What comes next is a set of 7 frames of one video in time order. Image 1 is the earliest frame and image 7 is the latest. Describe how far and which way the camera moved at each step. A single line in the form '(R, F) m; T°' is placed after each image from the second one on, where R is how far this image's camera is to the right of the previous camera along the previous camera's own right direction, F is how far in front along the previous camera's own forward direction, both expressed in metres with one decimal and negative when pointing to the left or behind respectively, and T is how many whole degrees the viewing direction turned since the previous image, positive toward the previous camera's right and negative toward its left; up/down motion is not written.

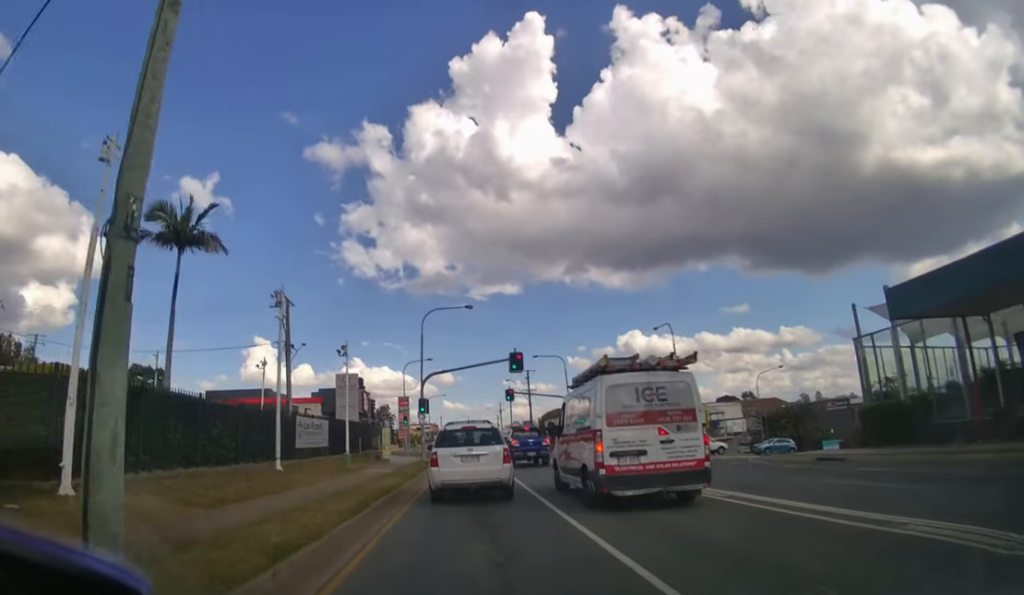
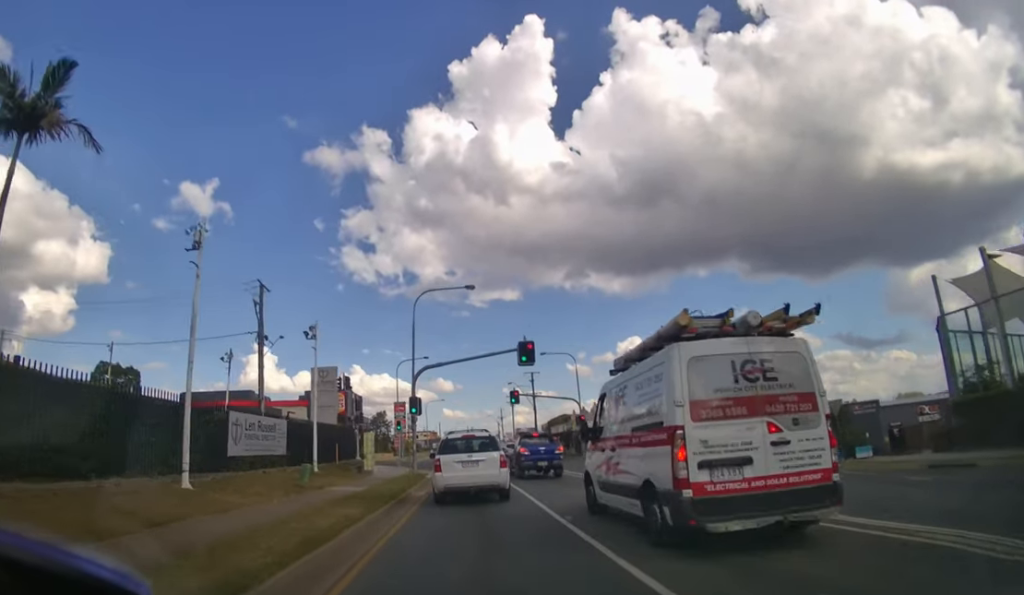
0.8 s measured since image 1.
(0.0, +5.8) m; +1°
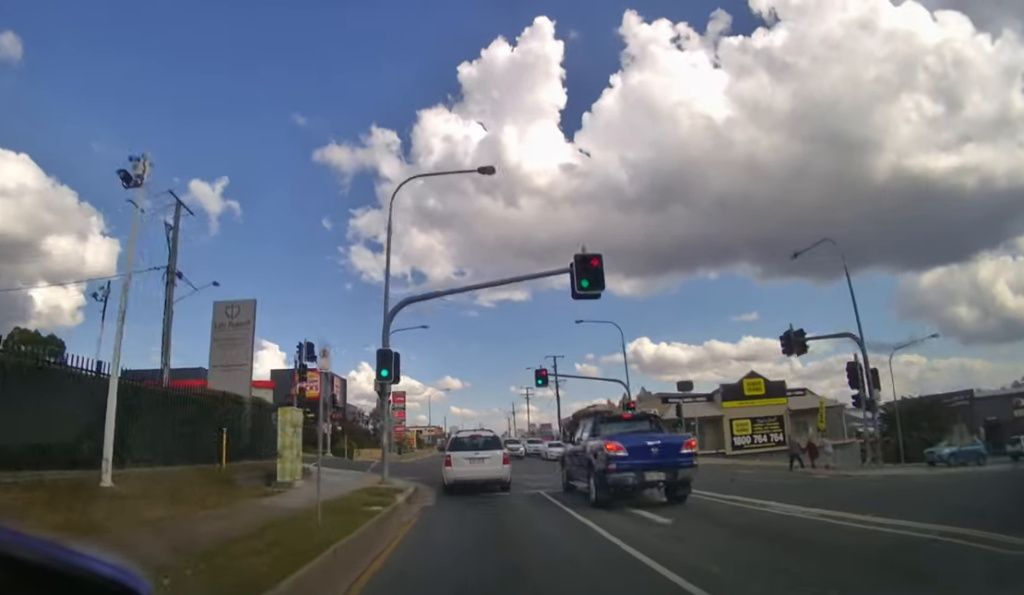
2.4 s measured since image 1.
(+0.2, +11.2) m; +1°
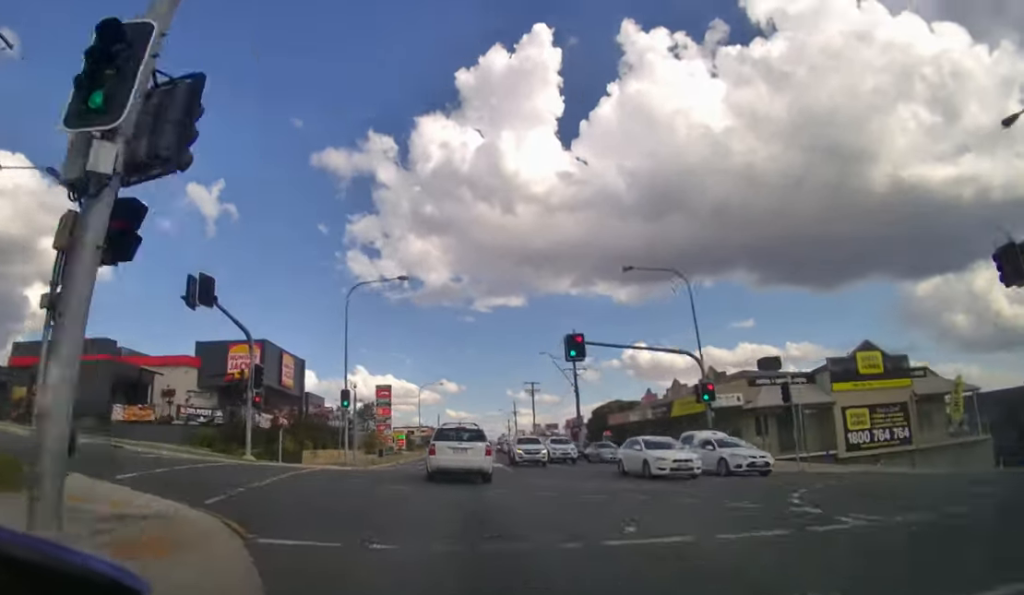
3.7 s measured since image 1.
(0.0, +11.6) m; 0°
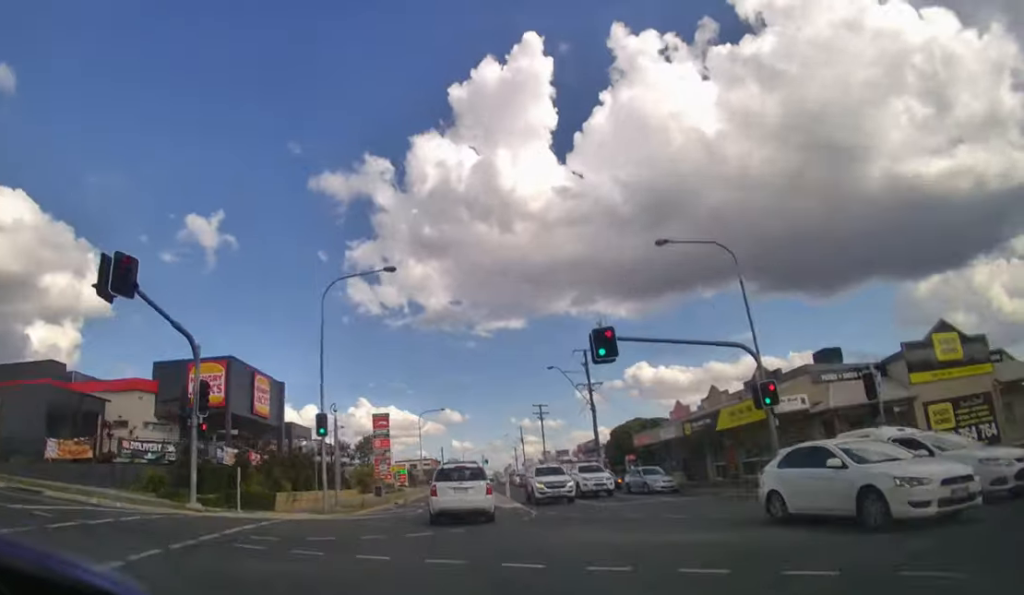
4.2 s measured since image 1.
(0.0, +5.8) m; 0°
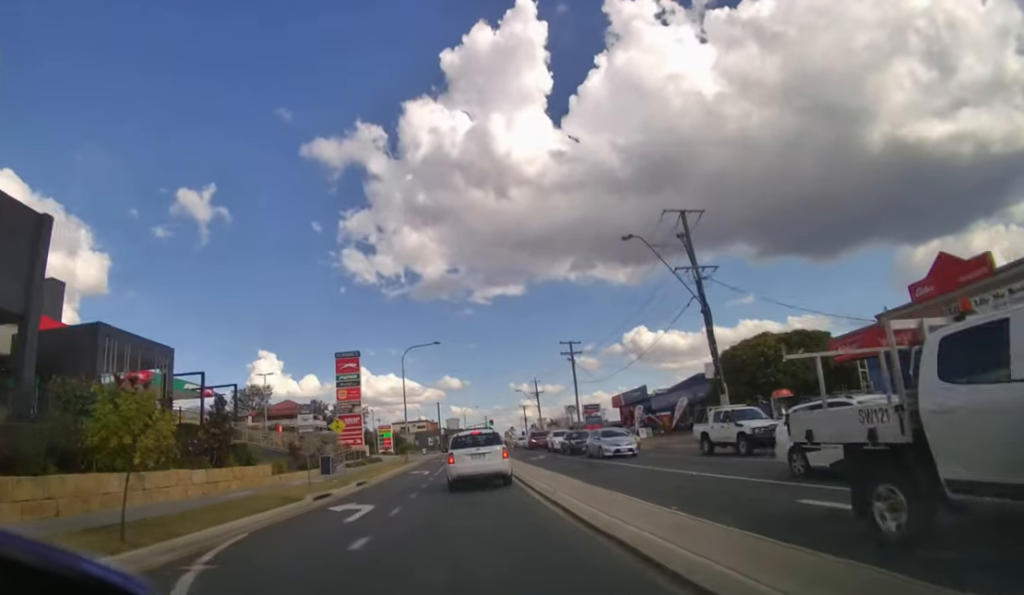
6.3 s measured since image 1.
(-0.3, +25.6) m; 0°
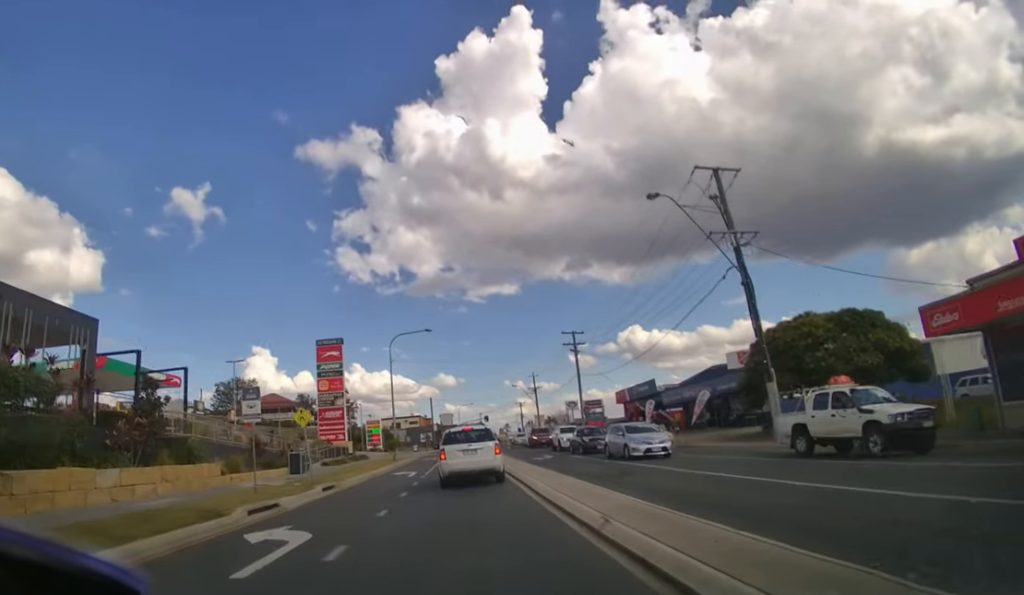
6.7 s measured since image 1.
(0.0, +5.2) m; 0°
